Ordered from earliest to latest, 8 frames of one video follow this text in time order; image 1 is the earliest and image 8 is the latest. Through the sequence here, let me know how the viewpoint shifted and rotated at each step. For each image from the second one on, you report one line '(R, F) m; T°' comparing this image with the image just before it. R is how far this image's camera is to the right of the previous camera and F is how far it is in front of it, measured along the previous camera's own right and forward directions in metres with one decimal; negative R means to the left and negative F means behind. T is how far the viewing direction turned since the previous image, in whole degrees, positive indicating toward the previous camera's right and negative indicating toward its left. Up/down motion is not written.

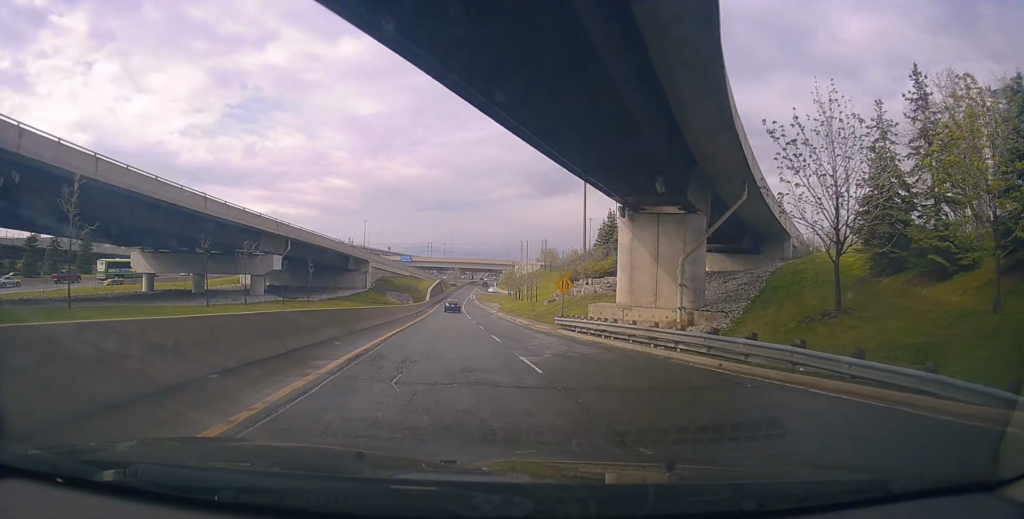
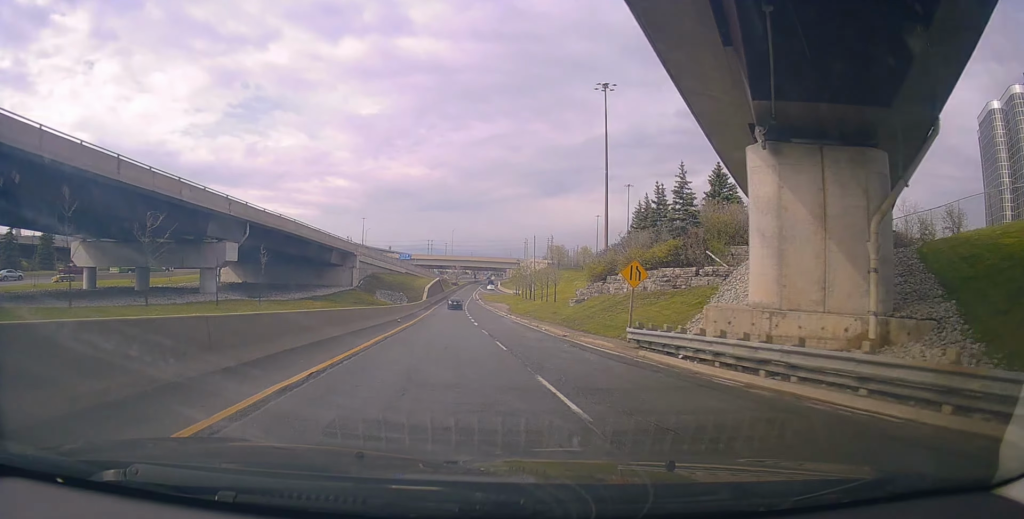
(-0.3, +13.3) m; -1°
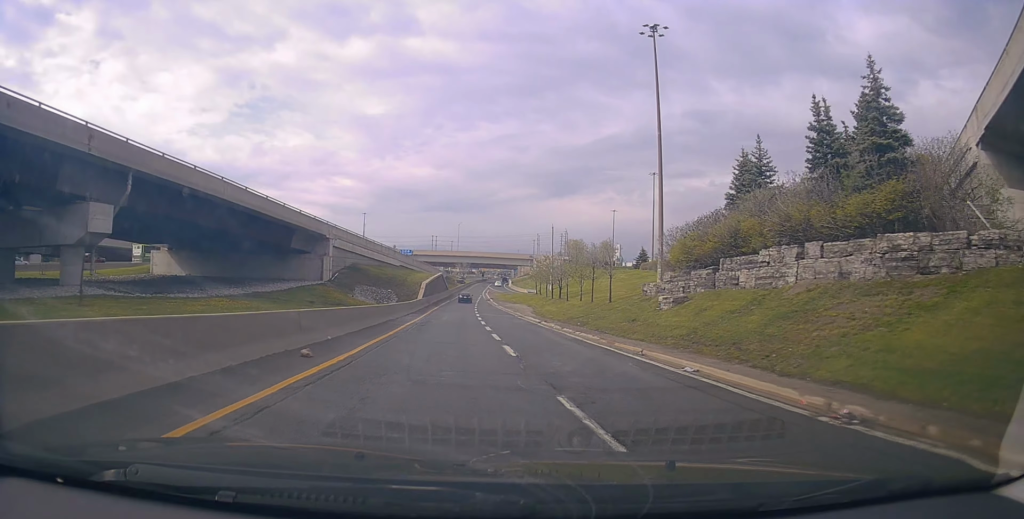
(0.0, +20.3) m; 0°
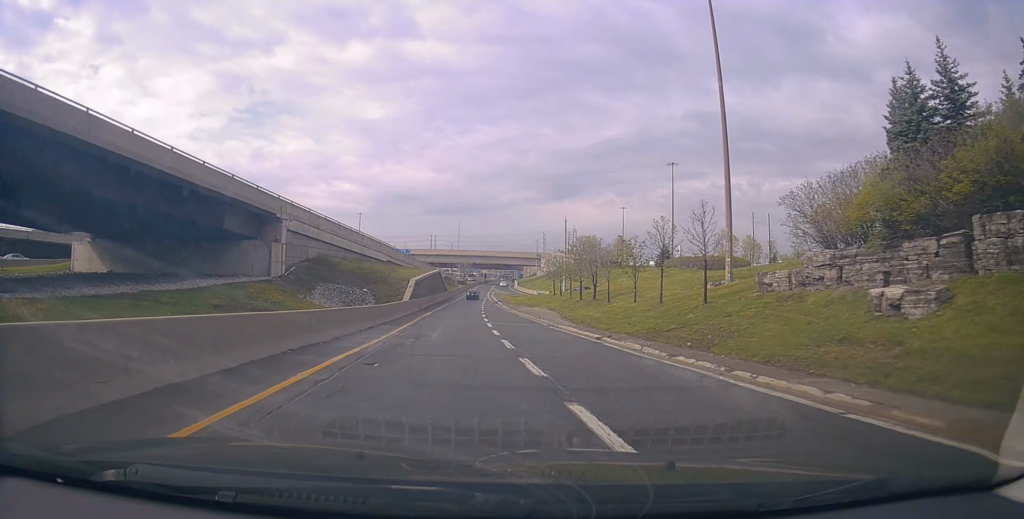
(0.0, +15.8) m; 0°
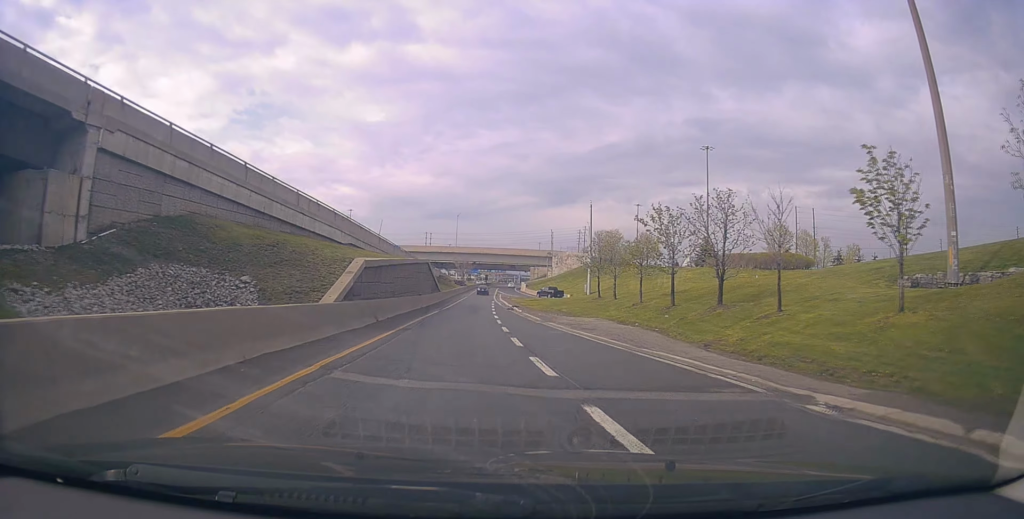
(0.0, +23.9) m; +1°
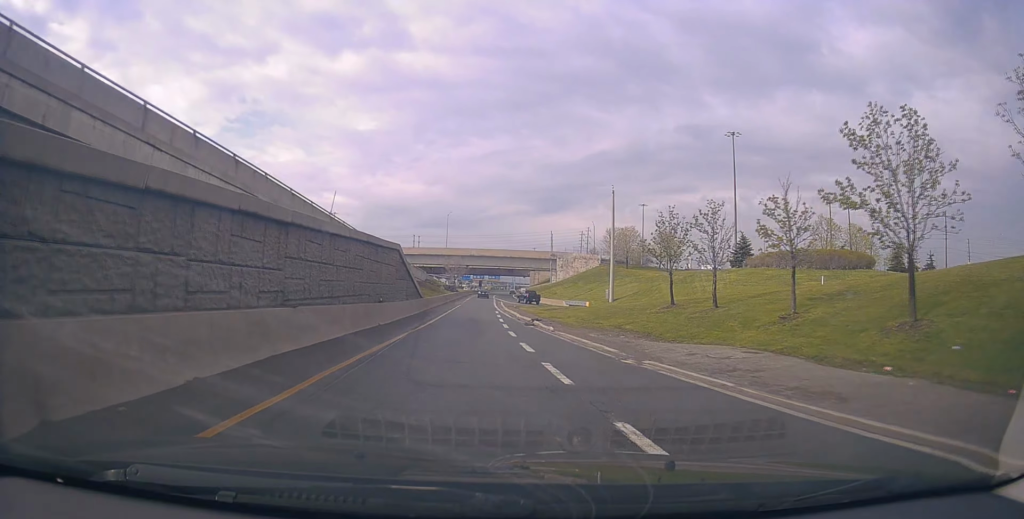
(+0.2, +18.5) m; +2°
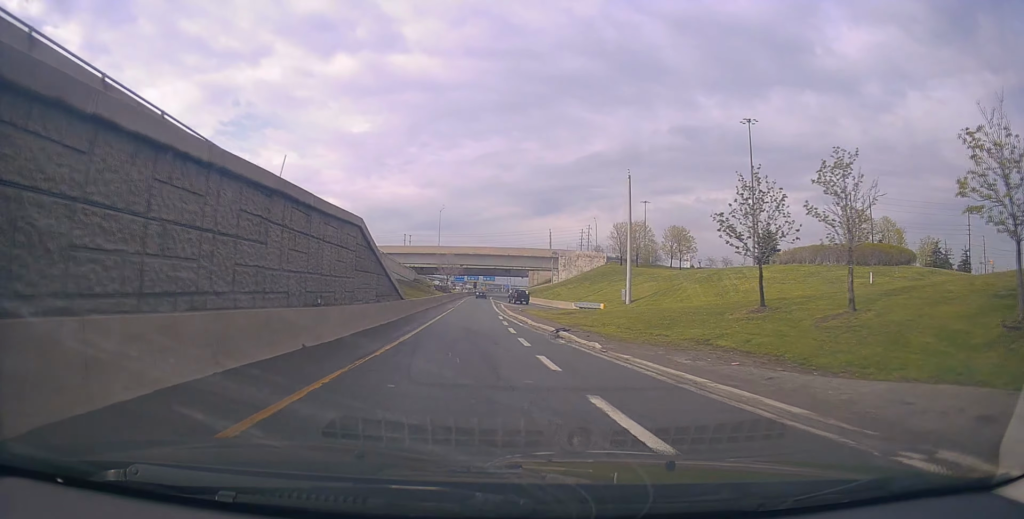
(+0.1, +10.5) m; +1°
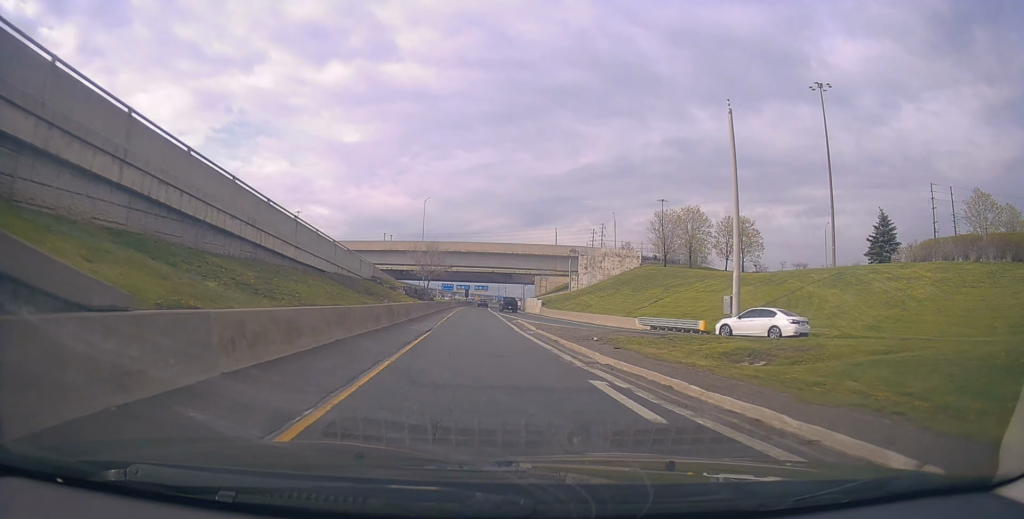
(-0.3, +28.1) m; -1°
